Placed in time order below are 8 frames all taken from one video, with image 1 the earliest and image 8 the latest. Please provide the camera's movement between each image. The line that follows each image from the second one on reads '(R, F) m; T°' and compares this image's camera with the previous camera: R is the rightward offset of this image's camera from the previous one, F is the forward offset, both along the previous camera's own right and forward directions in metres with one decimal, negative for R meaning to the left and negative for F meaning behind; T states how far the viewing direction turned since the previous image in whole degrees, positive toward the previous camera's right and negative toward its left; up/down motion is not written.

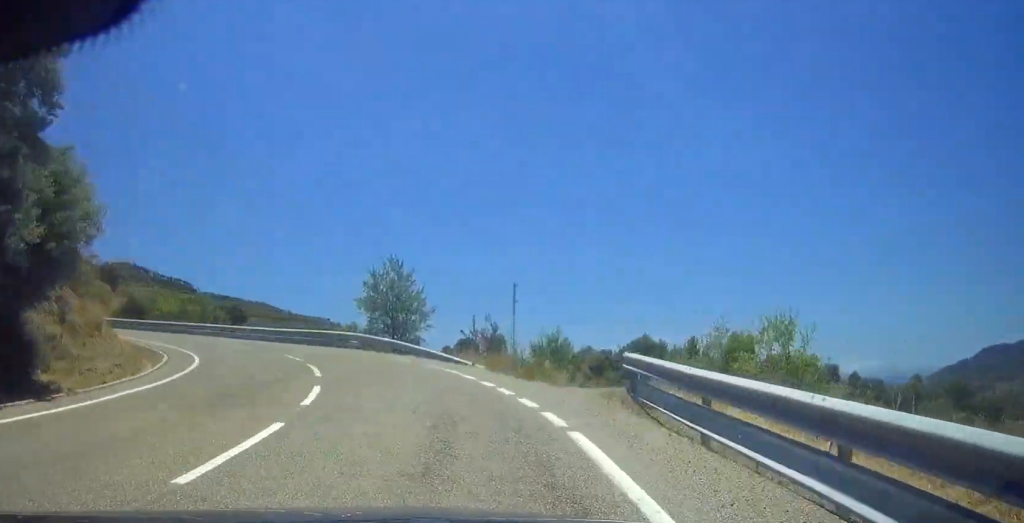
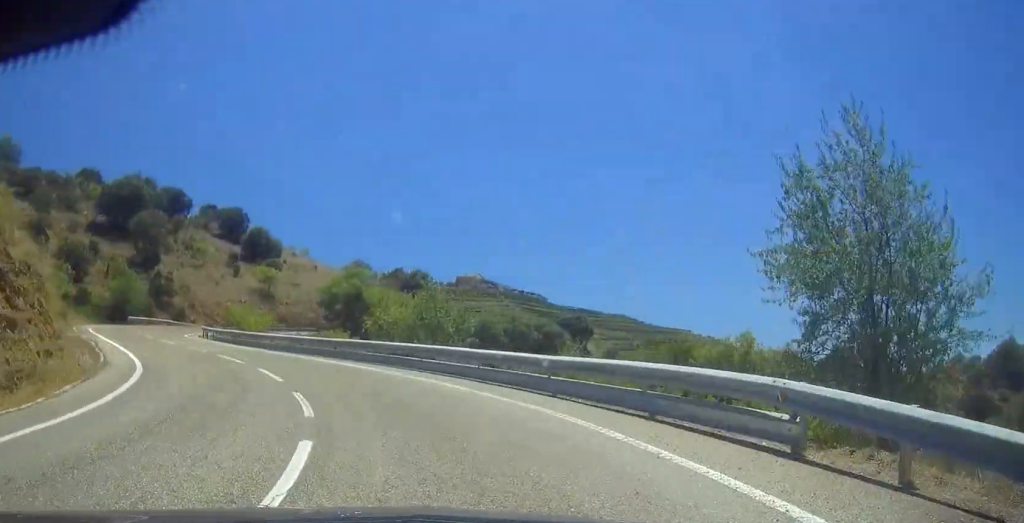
(-5.8, +35.3) m; -18°
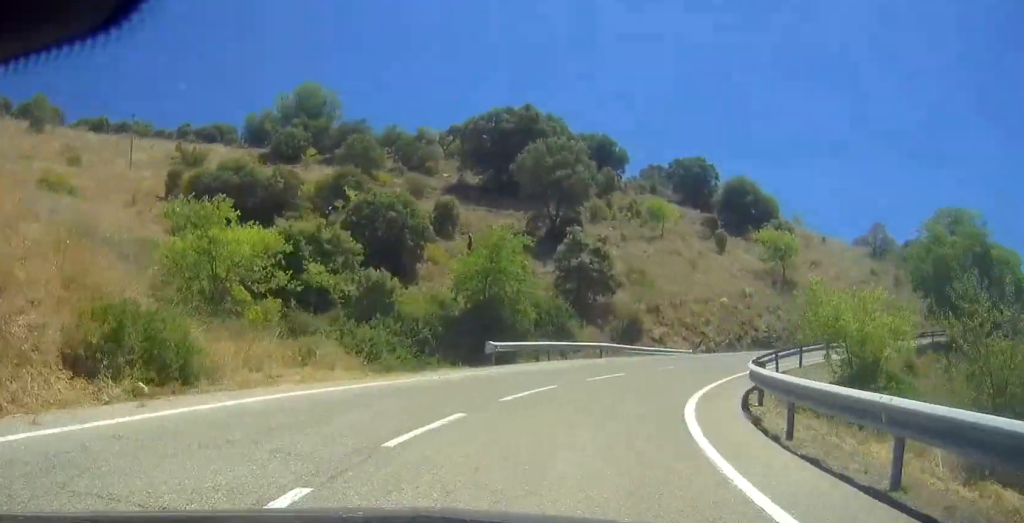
(-6.8, +43.3) m; +2°
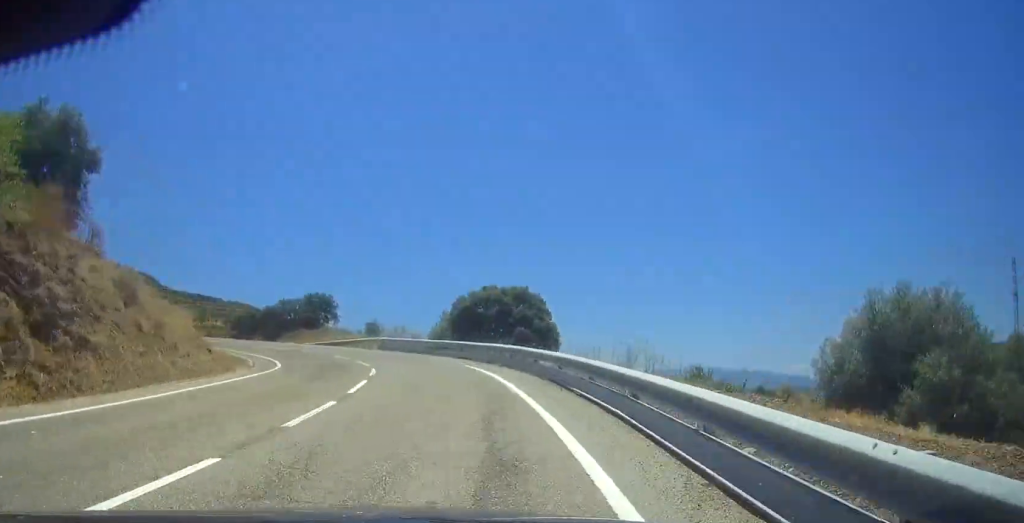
(+10.1, +59.9) m; +5°
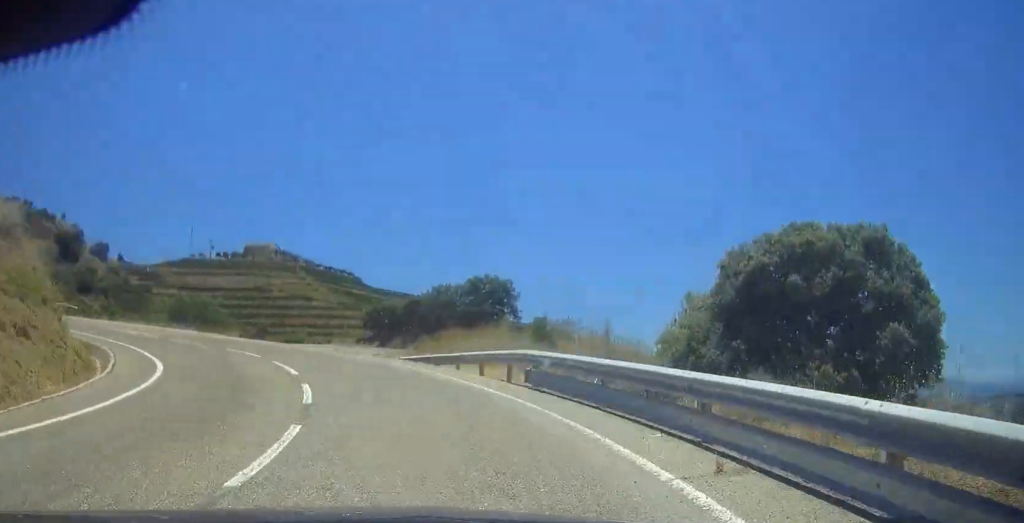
(-1.6, +27.6) m; -19°
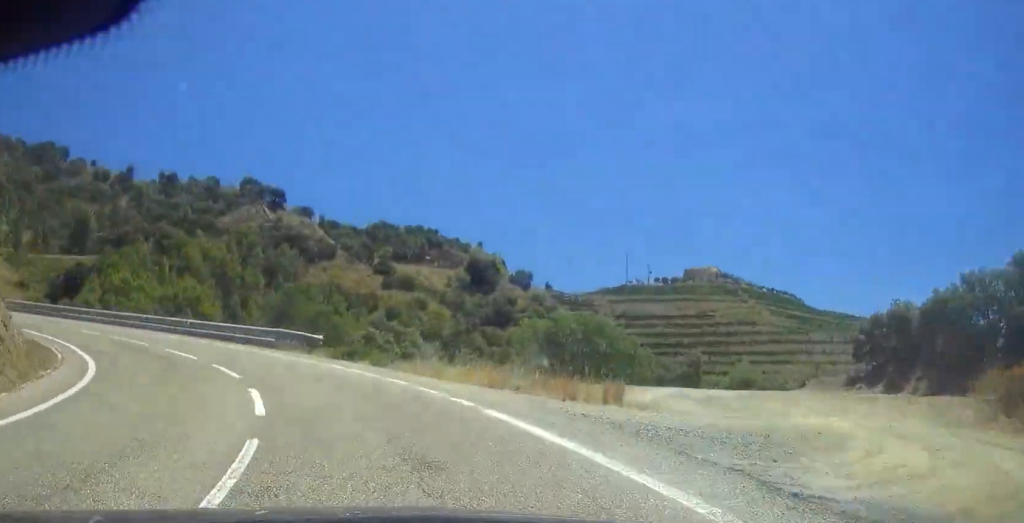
(+2.6, +24.4) m; -25°
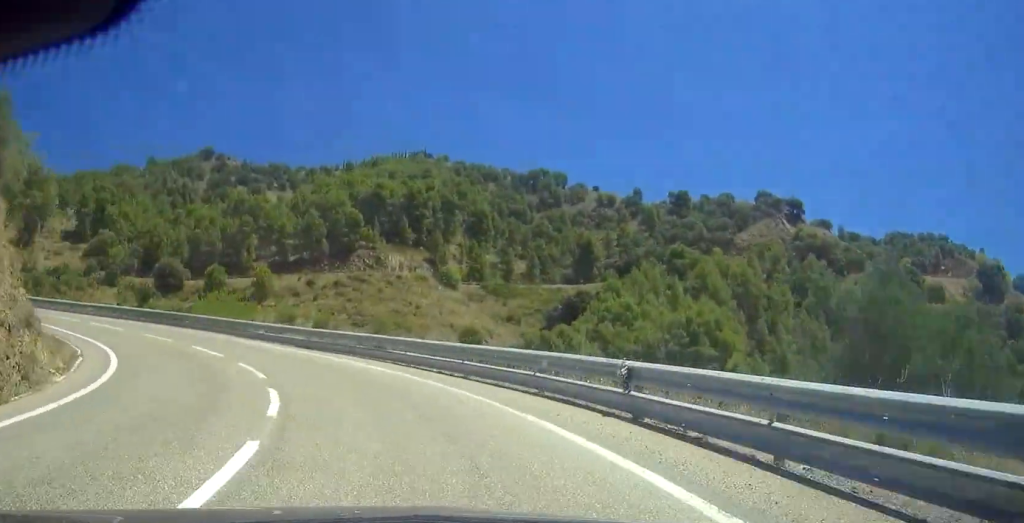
(-12.5, +23.7) m; -37°
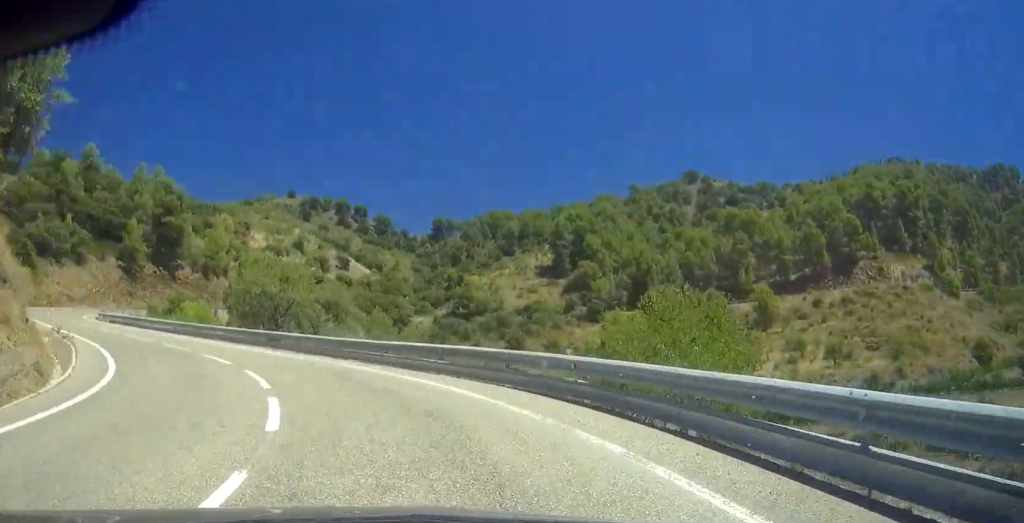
(-7.1, +22.5) m; -29°
